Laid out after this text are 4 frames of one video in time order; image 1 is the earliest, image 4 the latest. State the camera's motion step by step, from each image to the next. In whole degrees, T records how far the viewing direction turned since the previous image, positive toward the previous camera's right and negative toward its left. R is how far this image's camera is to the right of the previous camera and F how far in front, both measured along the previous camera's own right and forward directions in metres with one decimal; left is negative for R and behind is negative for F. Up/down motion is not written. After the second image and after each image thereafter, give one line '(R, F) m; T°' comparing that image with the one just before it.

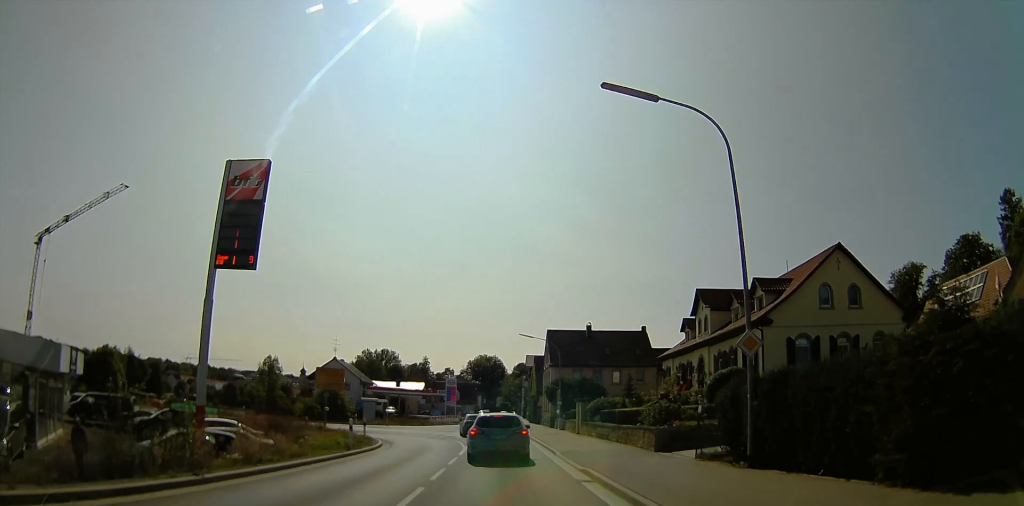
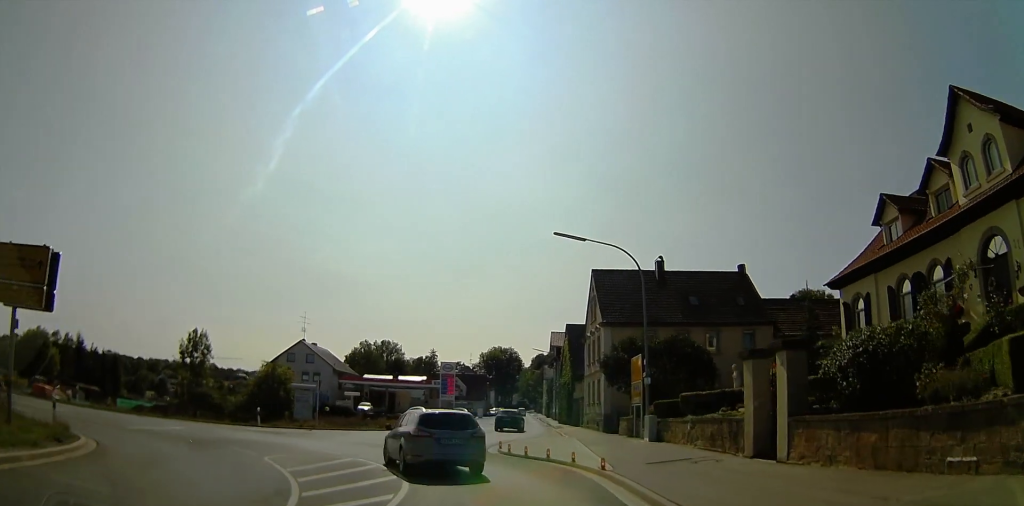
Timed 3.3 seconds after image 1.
(0.0, +25.9) m; 0°
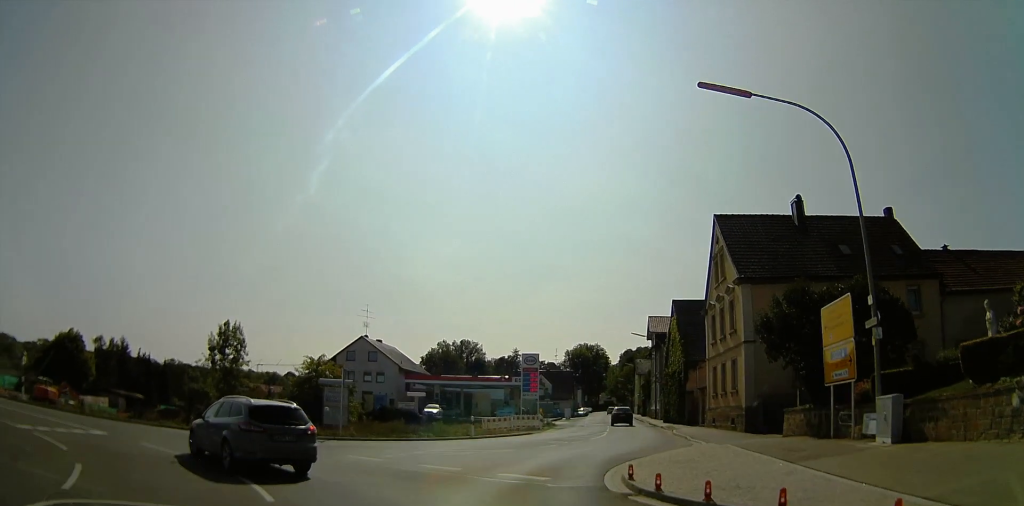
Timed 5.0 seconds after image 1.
(0.0, +13.5) m; 0°
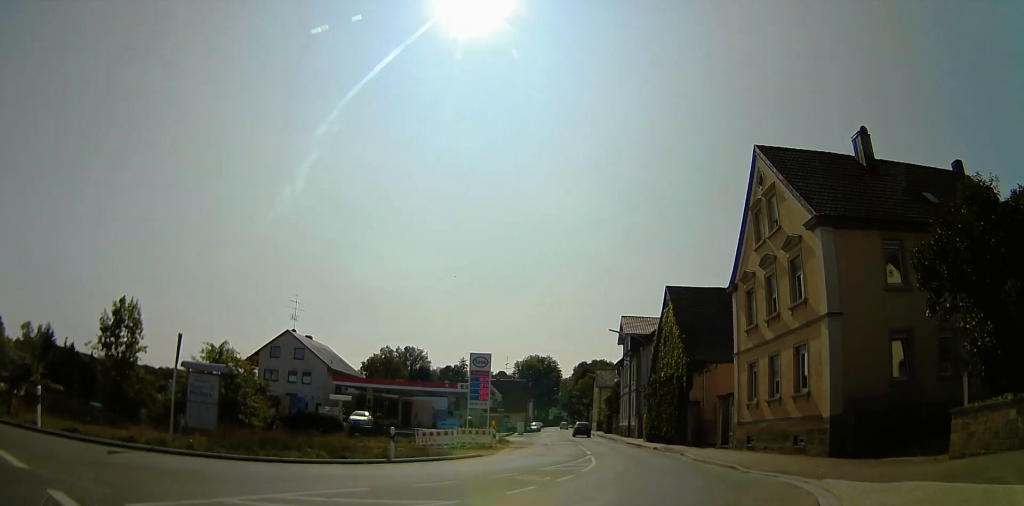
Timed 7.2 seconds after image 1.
(0.0, +17.0) m; 0°
